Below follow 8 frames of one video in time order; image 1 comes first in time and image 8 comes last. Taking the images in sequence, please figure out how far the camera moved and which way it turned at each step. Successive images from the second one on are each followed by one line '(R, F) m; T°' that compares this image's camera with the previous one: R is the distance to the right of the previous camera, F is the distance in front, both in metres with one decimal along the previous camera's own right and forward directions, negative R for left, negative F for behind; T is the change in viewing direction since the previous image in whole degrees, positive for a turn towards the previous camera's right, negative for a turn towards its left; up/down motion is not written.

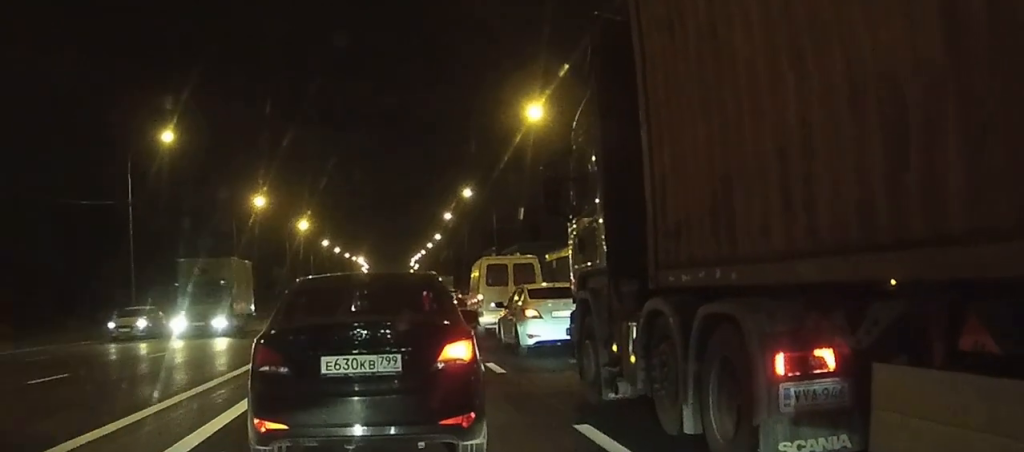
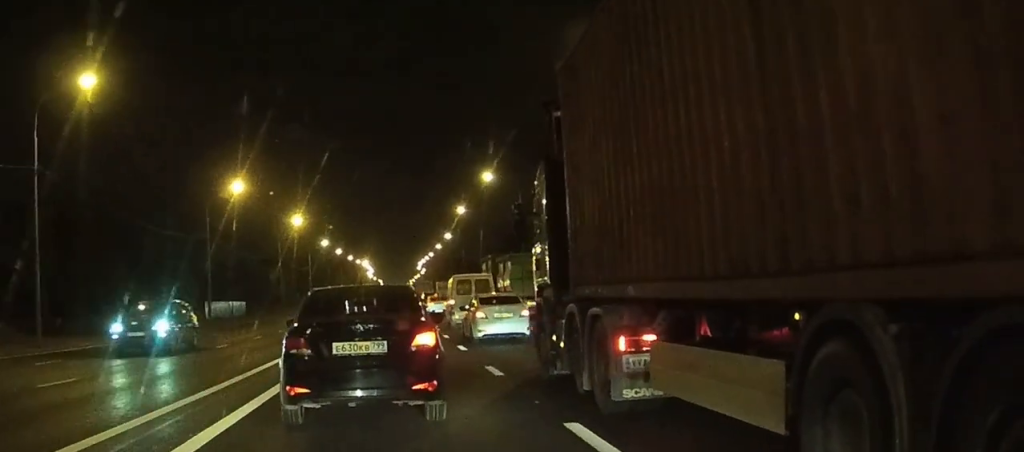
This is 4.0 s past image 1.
(-0.4, +18.4) m; -2°
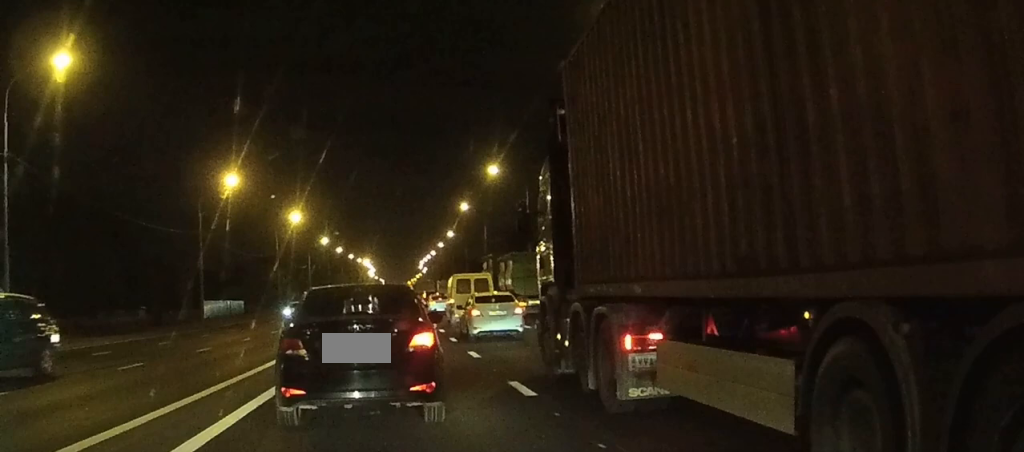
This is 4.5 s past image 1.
(0.0, +3.3) m; 0°
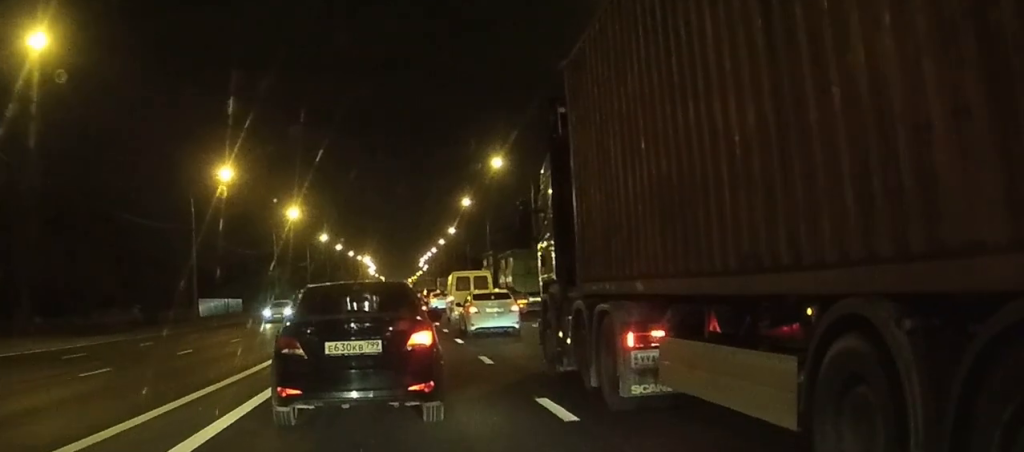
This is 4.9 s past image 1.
(0.0, +2.6) m; 0°
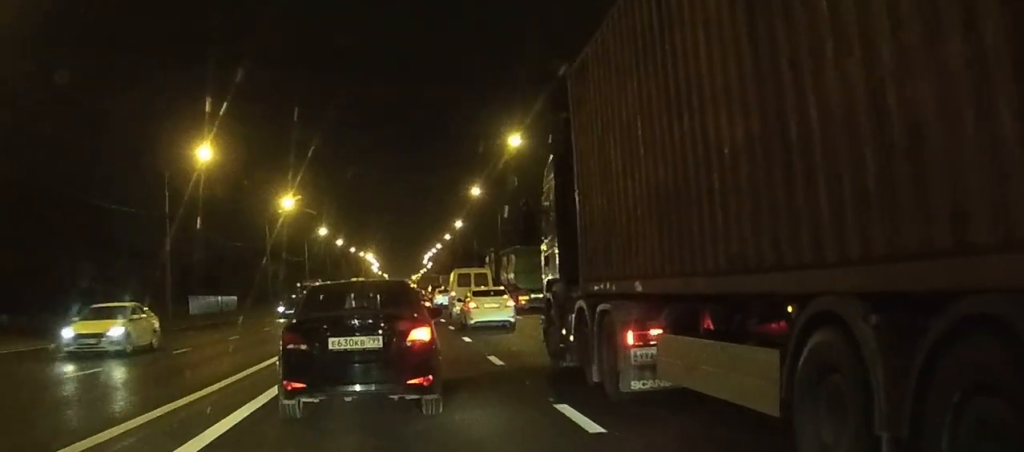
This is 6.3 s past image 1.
(0.0, +9.4) m; 0°
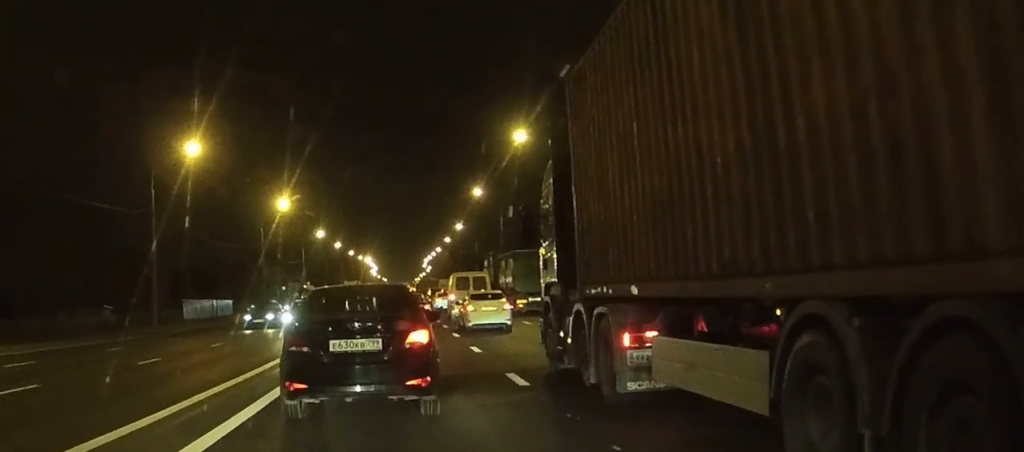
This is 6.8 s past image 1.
(0.0, +3.5) m; 0°
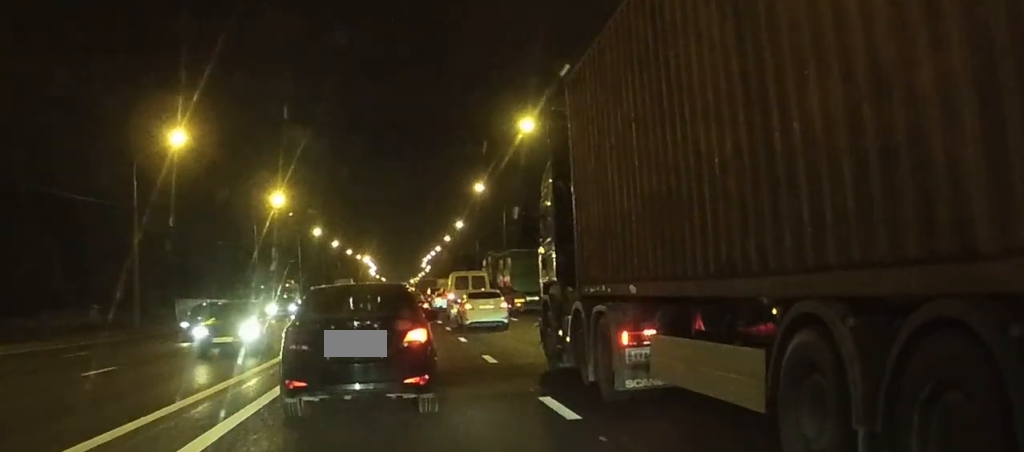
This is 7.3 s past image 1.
(0.0, +3.8) m; -2°
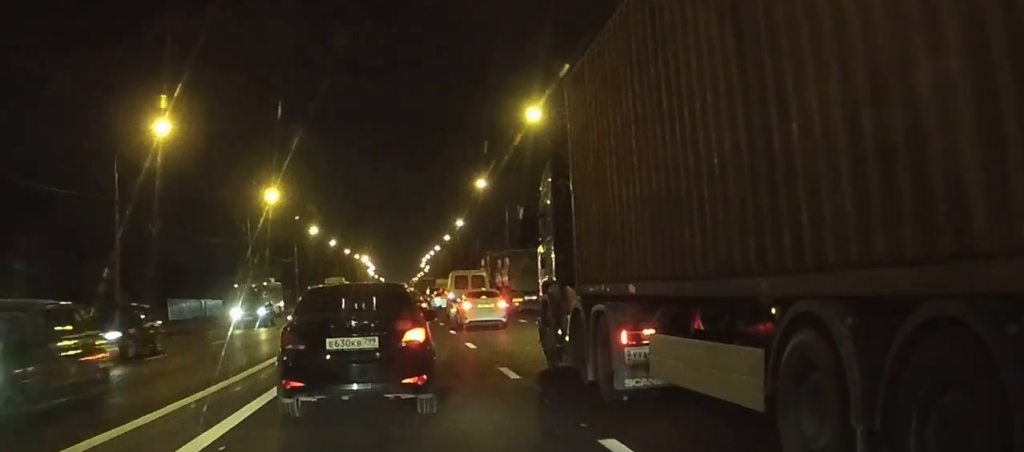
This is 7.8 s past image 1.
(0.0, +3.3) m; -2°
